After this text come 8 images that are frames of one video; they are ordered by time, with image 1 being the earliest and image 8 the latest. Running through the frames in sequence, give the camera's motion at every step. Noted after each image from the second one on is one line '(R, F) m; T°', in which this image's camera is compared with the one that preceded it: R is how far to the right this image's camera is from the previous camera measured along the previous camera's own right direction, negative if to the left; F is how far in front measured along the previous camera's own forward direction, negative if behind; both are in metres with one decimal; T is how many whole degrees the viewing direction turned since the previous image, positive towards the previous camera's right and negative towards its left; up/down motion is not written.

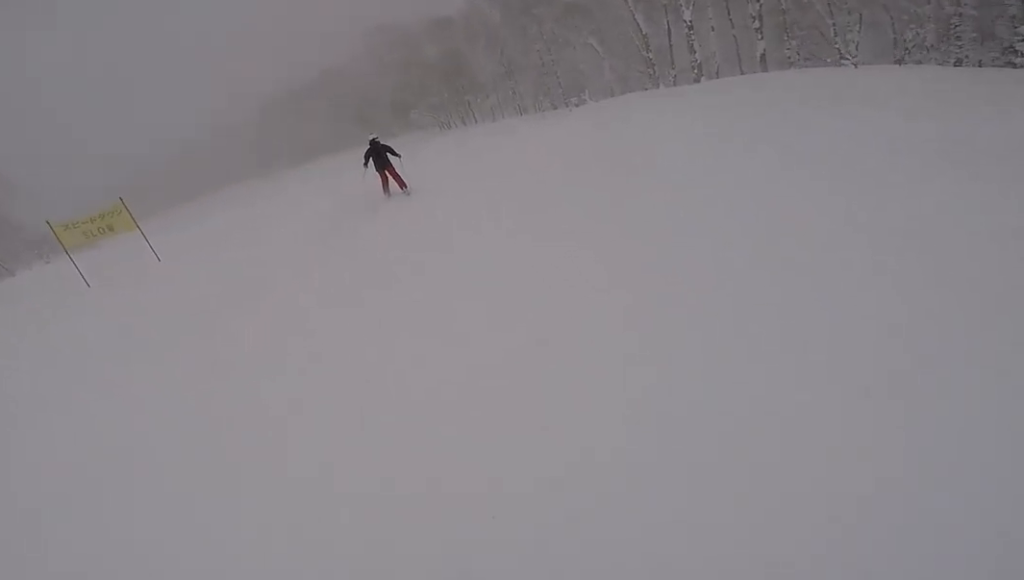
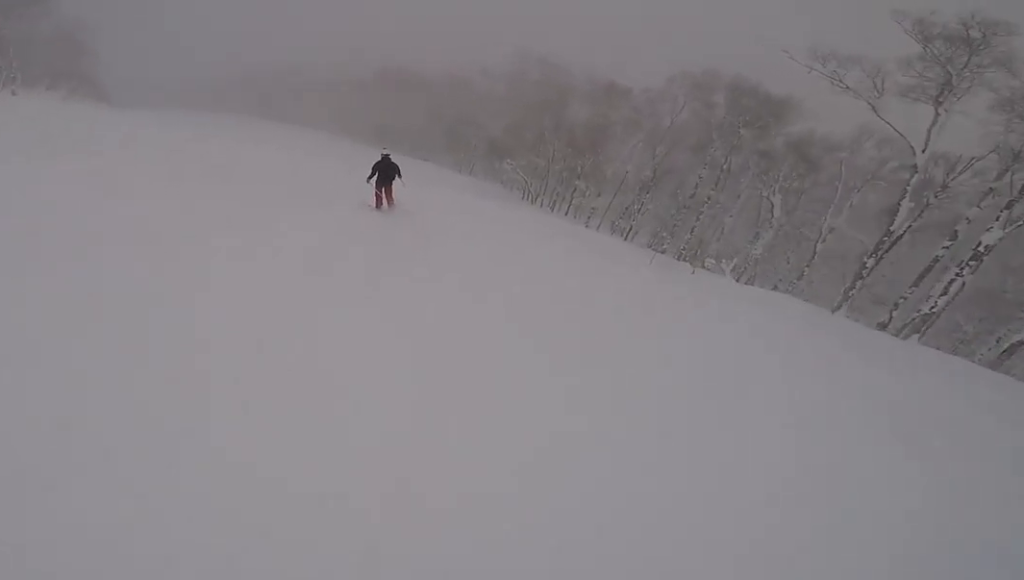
(+0.4, +11.7) m; -7°
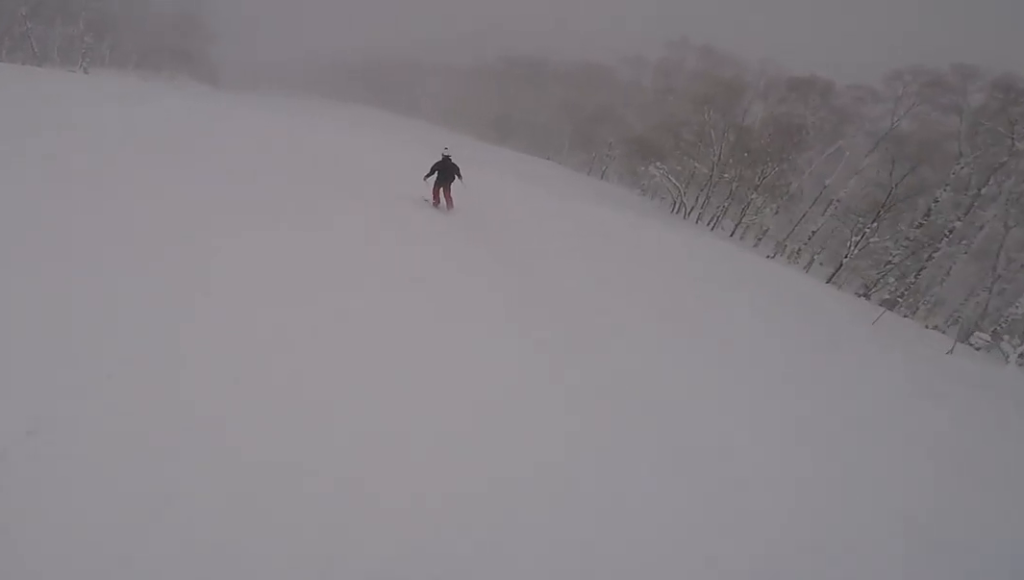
(-1.1, +7.5) m; -13°
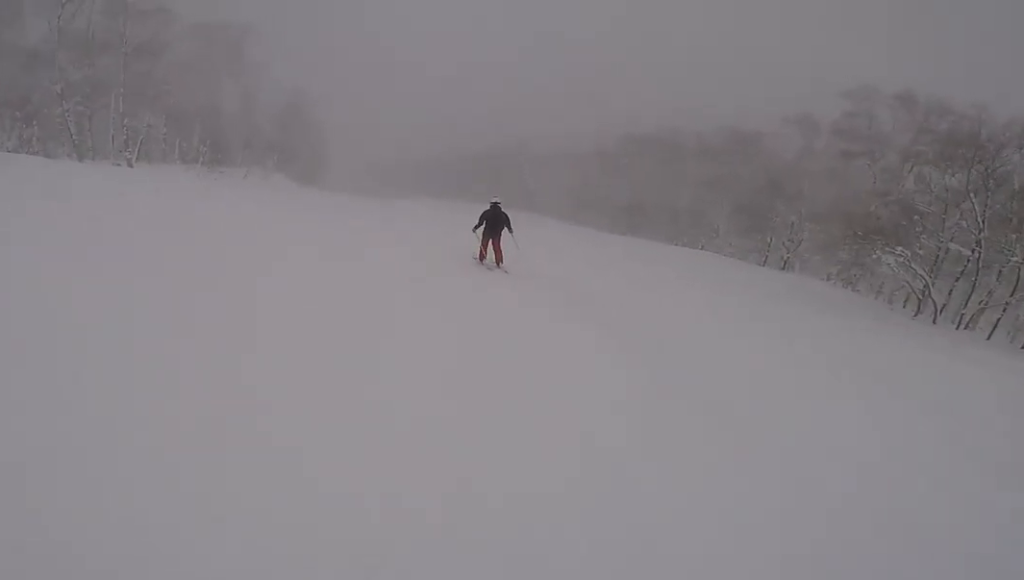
(-1.4, +9.4) m; -9°
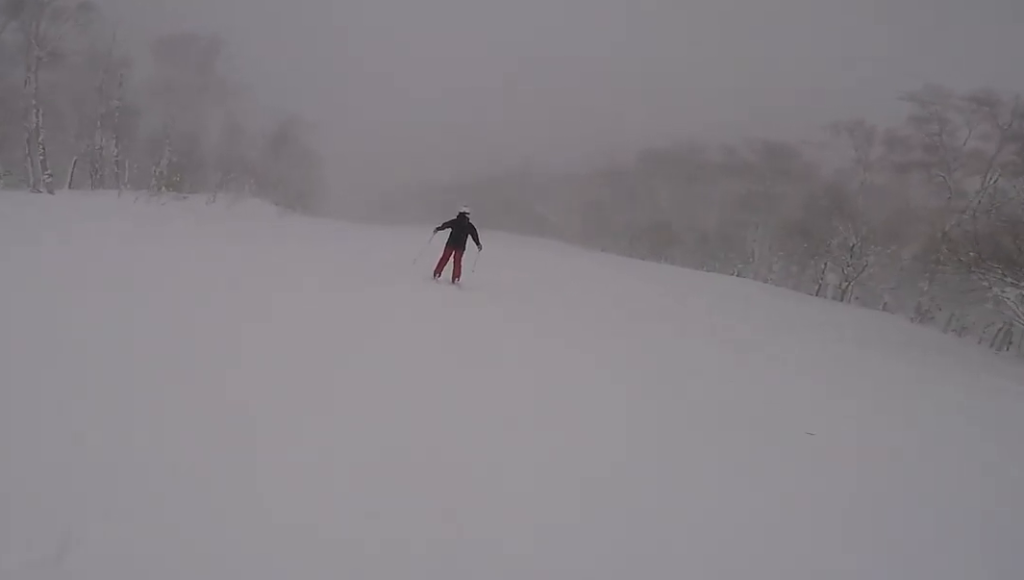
(-0.3, +5.5) m; -2°
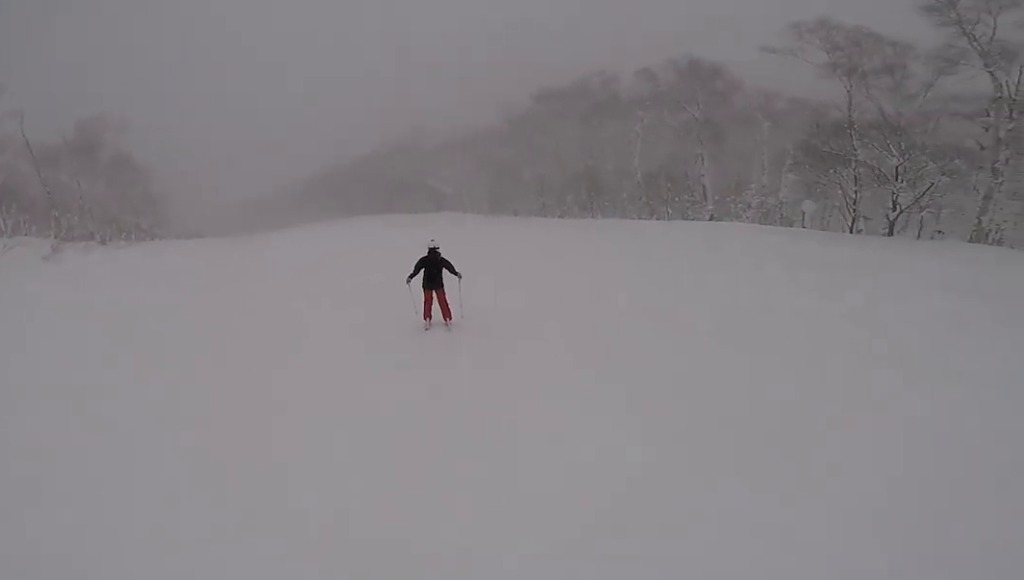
(+1.4, +14.5) m; +11°
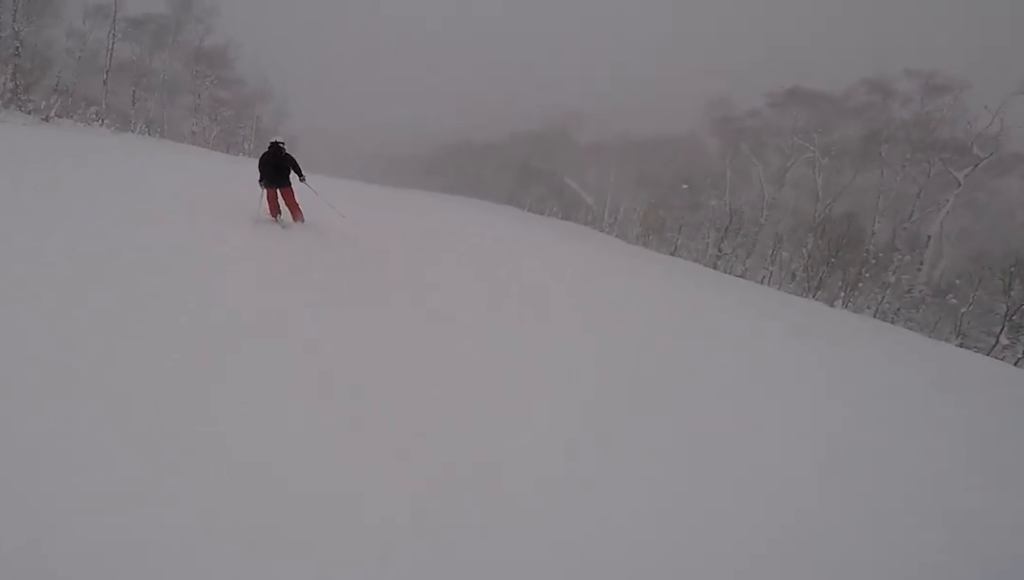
(+1.2, +17.9) m; -4°
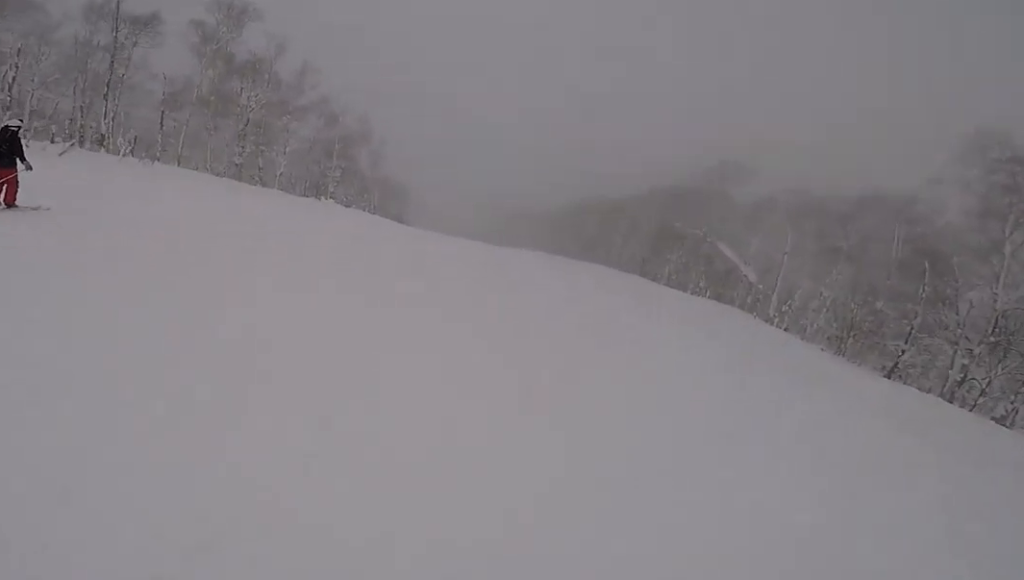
(-2.2, +12.4) m; -17°
